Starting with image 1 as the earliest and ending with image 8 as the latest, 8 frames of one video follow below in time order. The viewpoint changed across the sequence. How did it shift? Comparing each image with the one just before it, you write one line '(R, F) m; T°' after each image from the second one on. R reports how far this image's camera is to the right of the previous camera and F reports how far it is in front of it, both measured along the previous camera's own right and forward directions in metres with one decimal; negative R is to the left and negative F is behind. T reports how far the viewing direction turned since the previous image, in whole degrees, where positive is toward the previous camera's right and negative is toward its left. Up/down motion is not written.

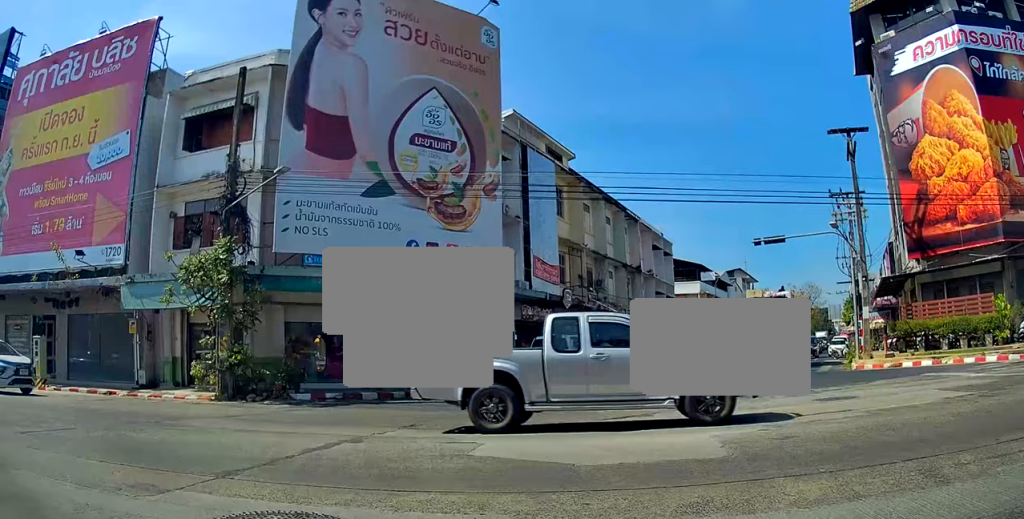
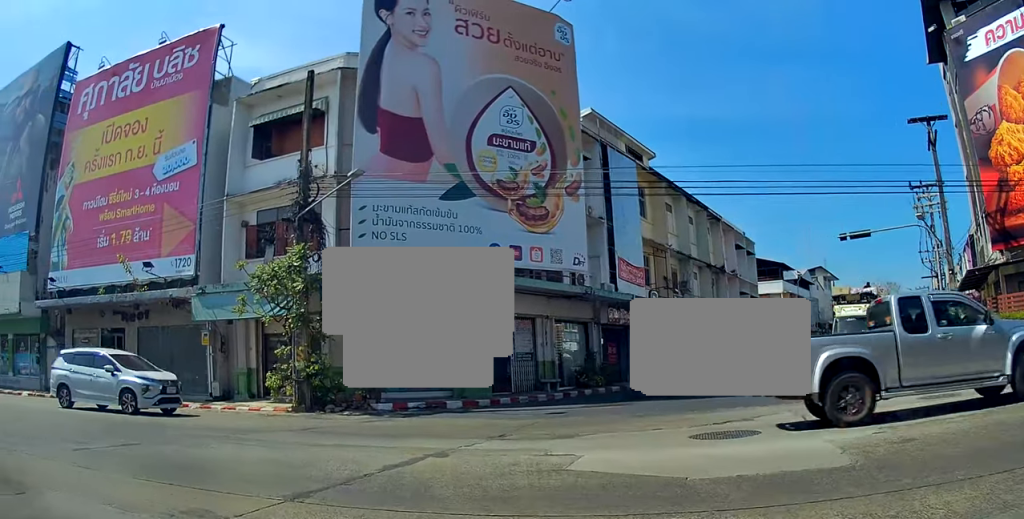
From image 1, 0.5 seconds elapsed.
(-0.2, +1.1) m; -19°
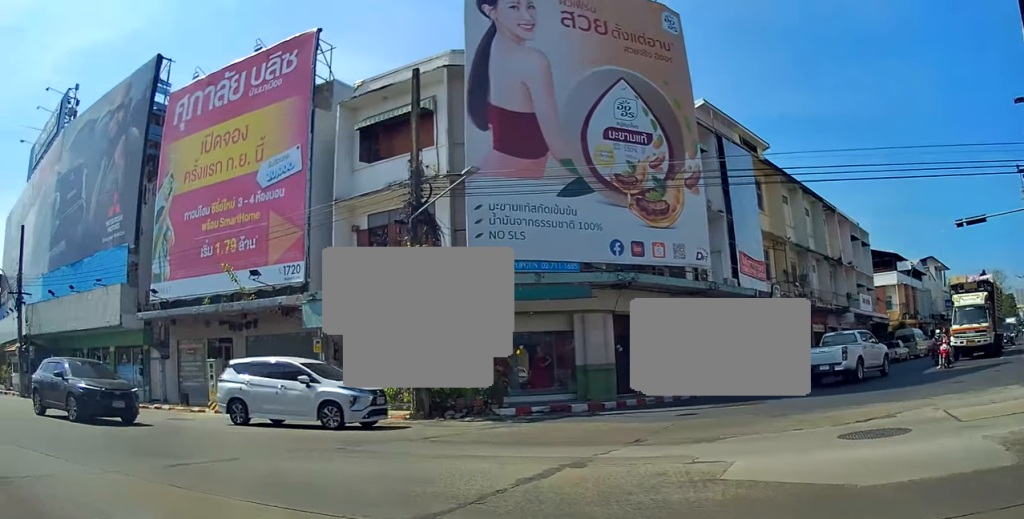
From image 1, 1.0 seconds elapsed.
(+0.1, +1.0) m; -17°
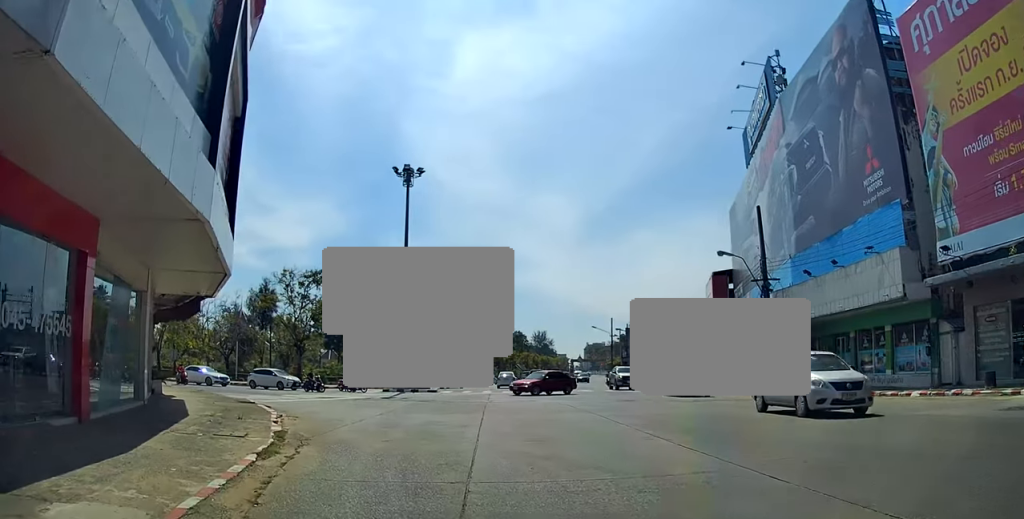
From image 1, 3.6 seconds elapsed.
(-0.3, +5.8) m; -19°
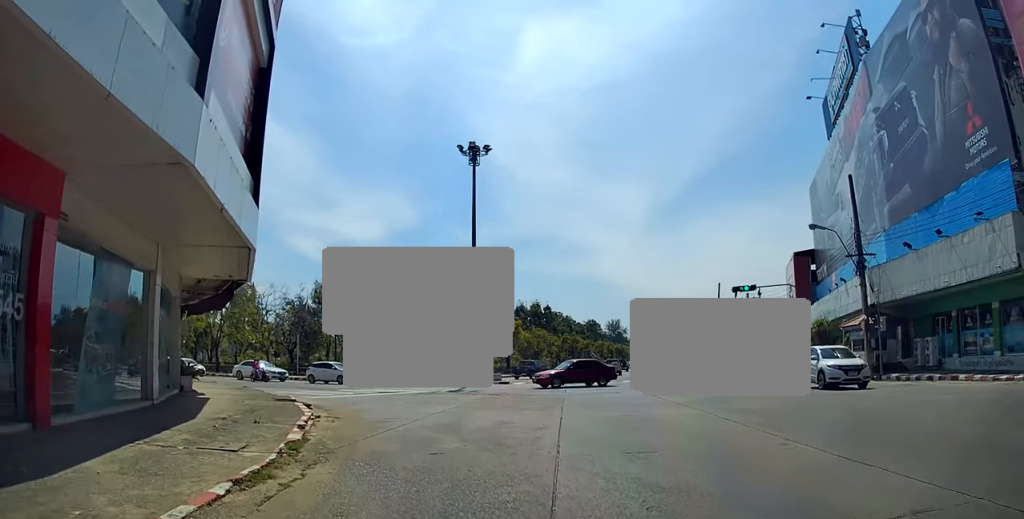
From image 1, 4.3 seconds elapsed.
(-0.5, +2.4) m; -14°
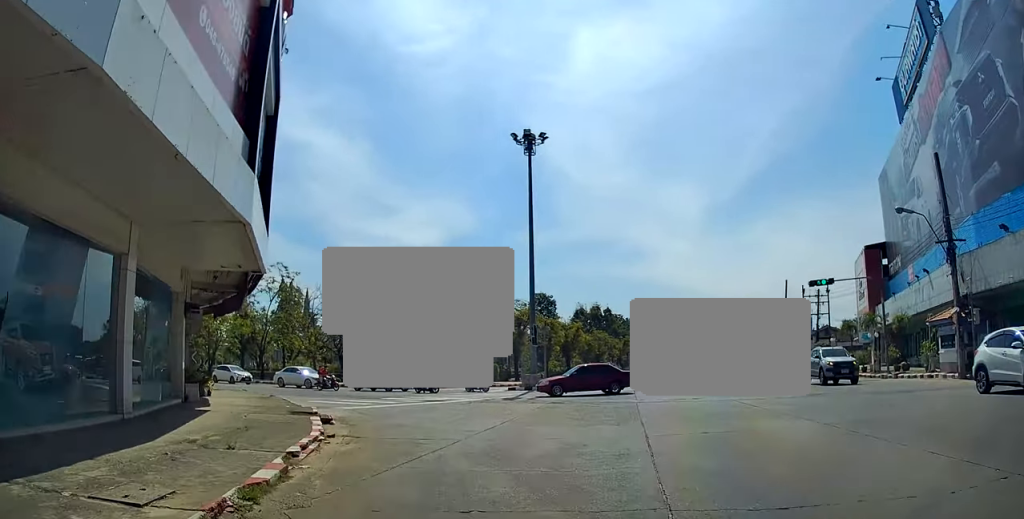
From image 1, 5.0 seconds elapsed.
(-0.5, +2.7) m; +1°
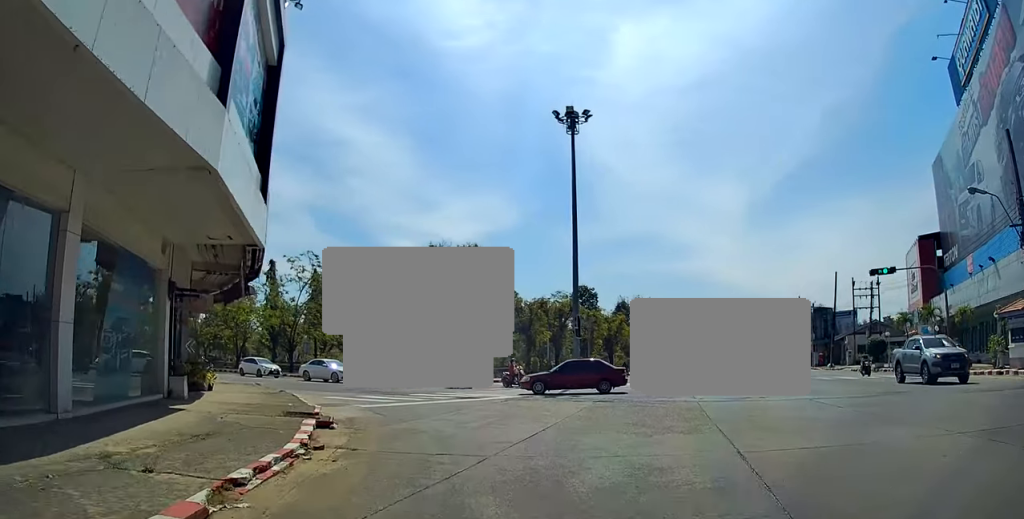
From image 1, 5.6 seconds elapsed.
(+0.4, +2.4) m; +6°
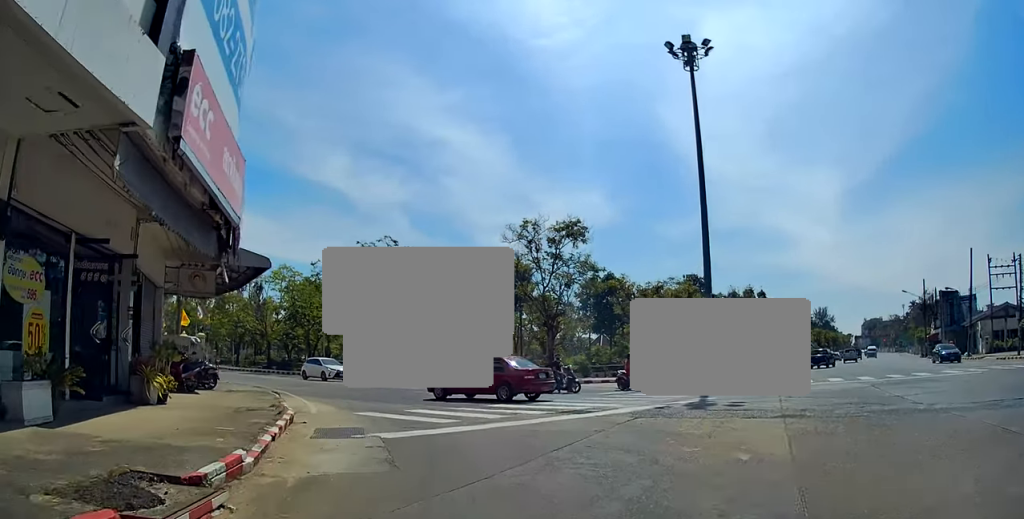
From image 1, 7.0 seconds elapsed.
(+0.7, +7.0) m; -20°
